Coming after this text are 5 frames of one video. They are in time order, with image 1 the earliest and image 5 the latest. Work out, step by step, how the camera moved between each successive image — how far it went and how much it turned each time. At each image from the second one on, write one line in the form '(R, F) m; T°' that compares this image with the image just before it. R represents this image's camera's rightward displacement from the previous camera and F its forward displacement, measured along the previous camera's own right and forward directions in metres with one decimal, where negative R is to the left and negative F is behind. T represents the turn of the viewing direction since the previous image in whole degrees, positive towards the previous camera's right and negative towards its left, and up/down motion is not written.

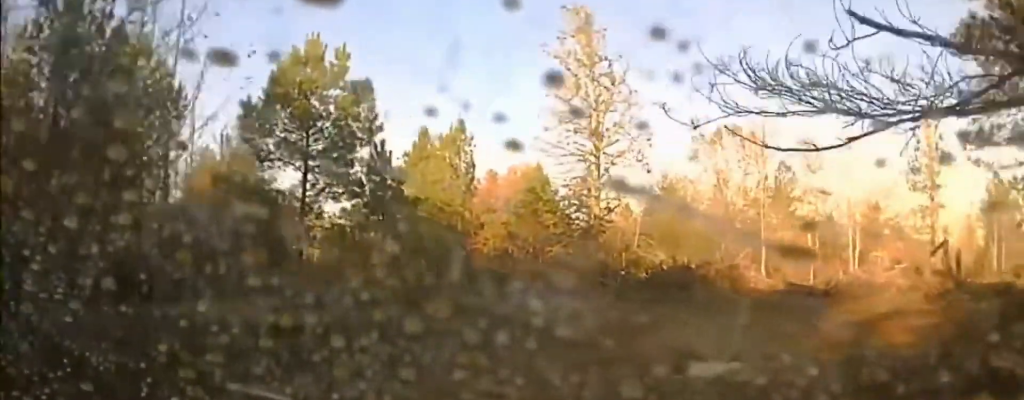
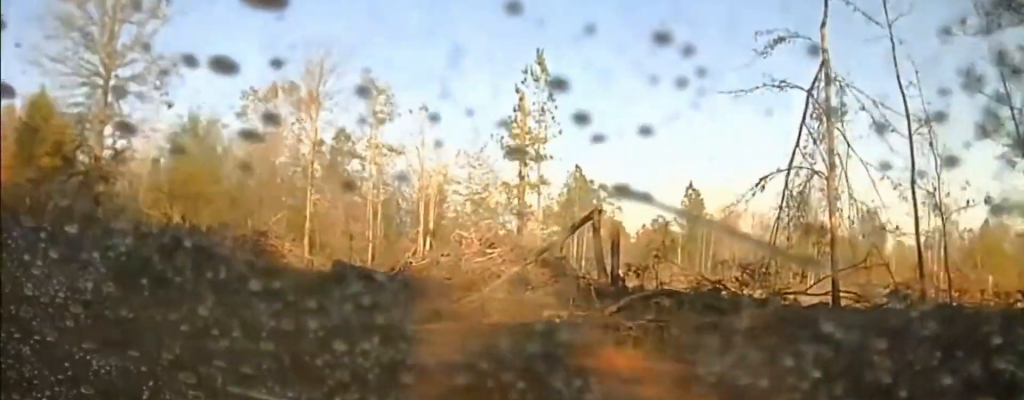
(+1.1, +13.8) m; +9°
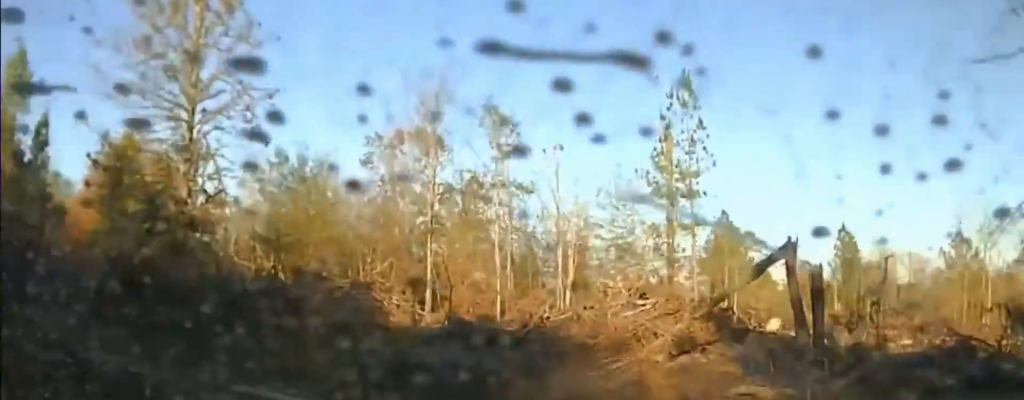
(+0.6, +6.3) m; -2°
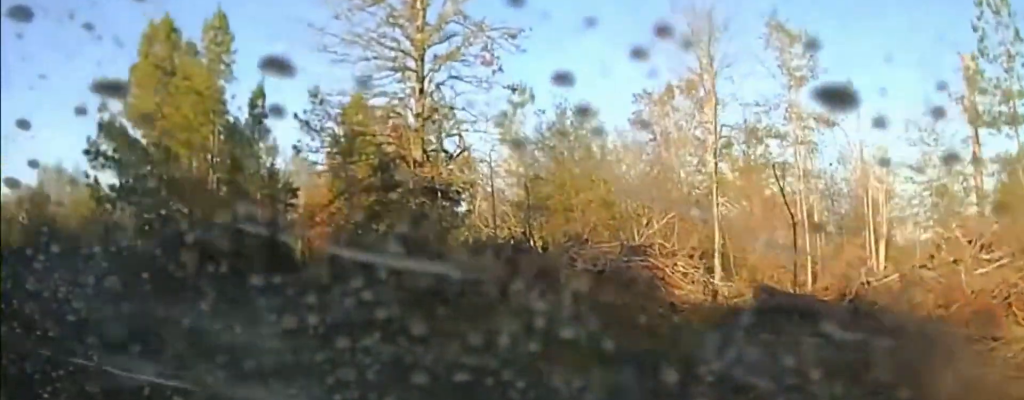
(-0.6, +6.8) m; -17°
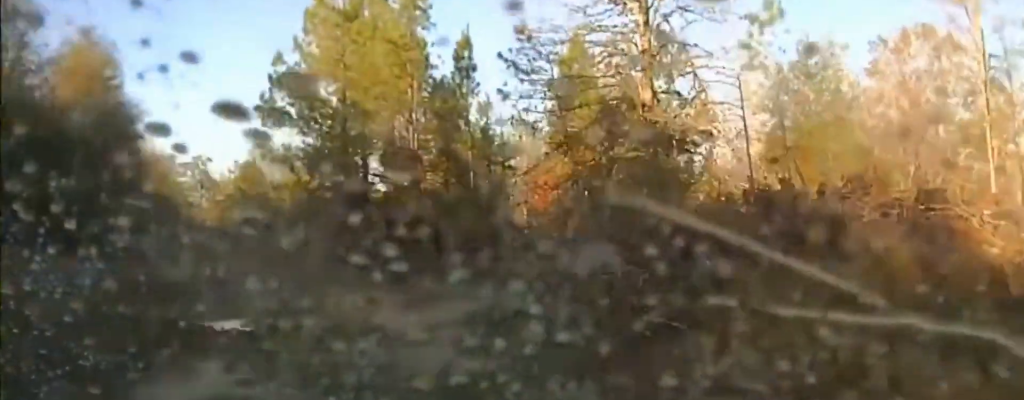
(-0.4, +4.2) m; -13°
